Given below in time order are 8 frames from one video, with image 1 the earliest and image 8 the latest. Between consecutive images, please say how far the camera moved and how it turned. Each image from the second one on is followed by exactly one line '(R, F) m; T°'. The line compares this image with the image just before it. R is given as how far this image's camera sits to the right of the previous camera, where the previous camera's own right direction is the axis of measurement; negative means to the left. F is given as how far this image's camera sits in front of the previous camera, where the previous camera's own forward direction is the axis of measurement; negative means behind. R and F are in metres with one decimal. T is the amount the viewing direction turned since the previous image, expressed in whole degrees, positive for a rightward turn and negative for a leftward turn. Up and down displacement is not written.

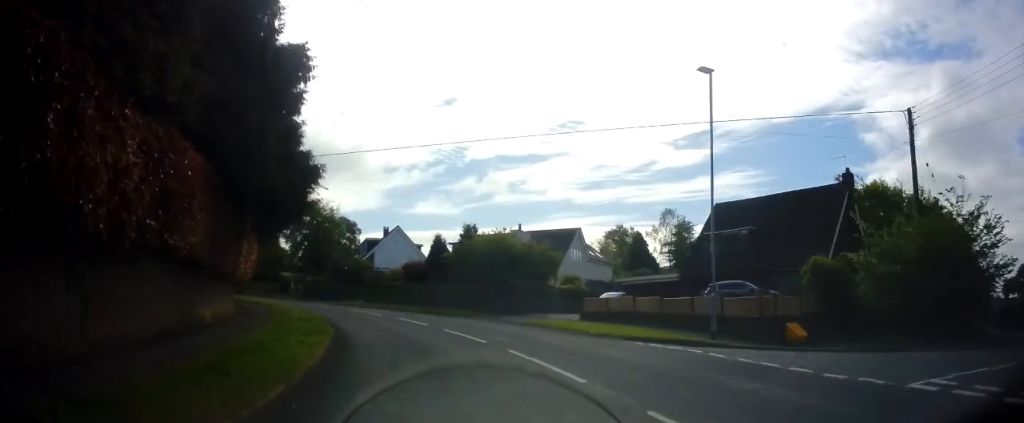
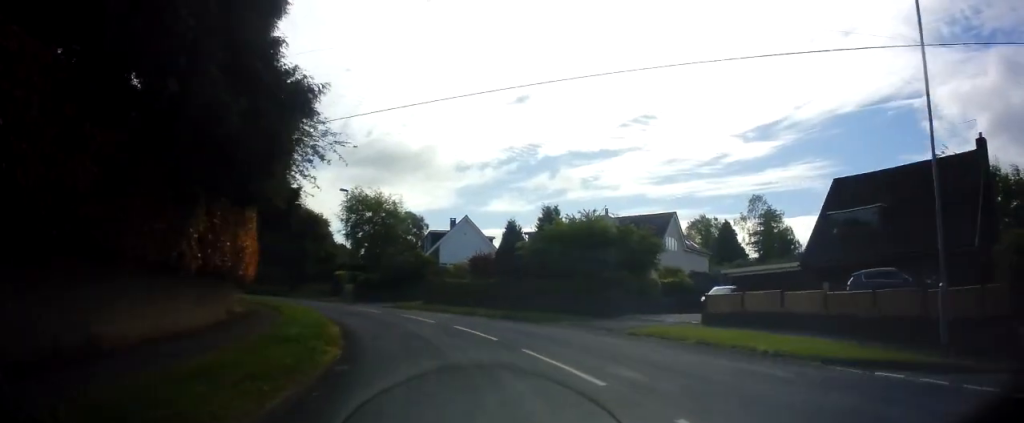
(-0.3, +7.0) m; -7°
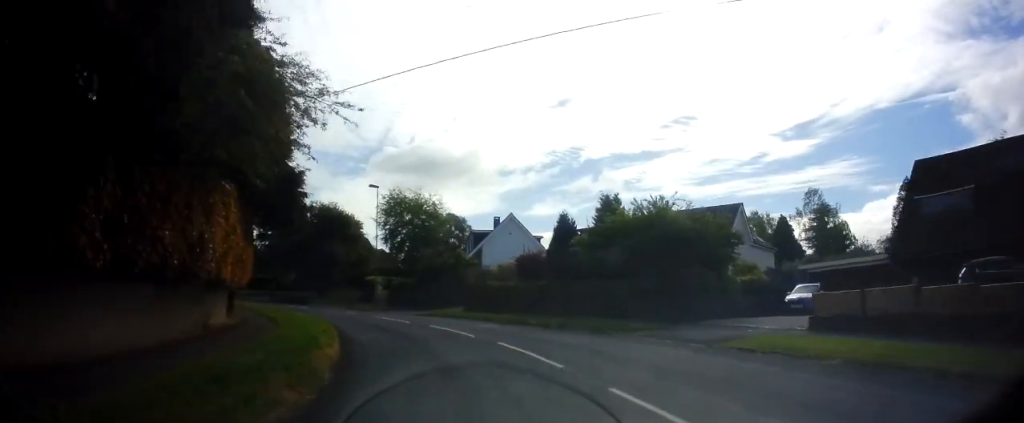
(-0.1, +4.6) m; -6°
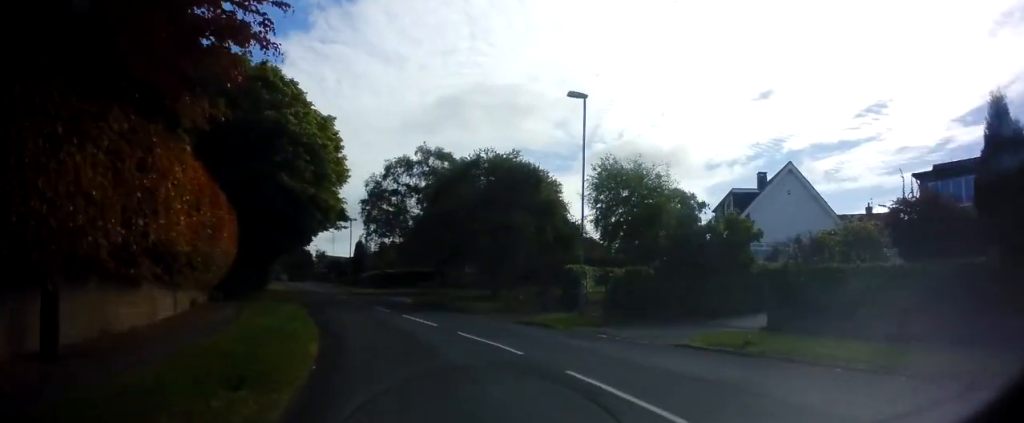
(-4.2, +17.9) m; -25°
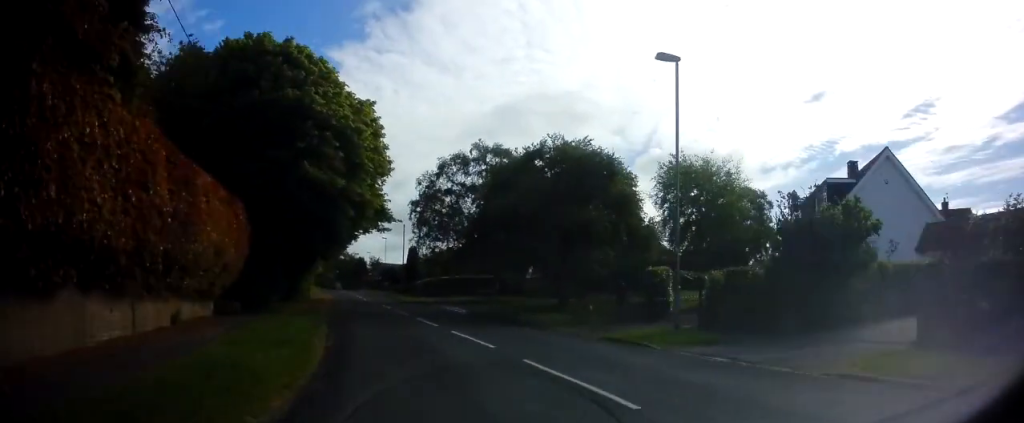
(+0.2, +4.4) m; -6°
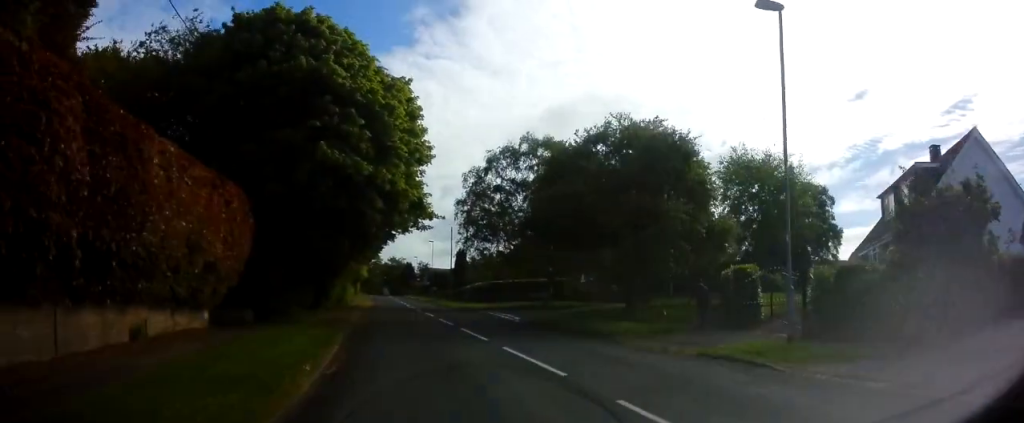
(-0.5, +3.7) m; -4°
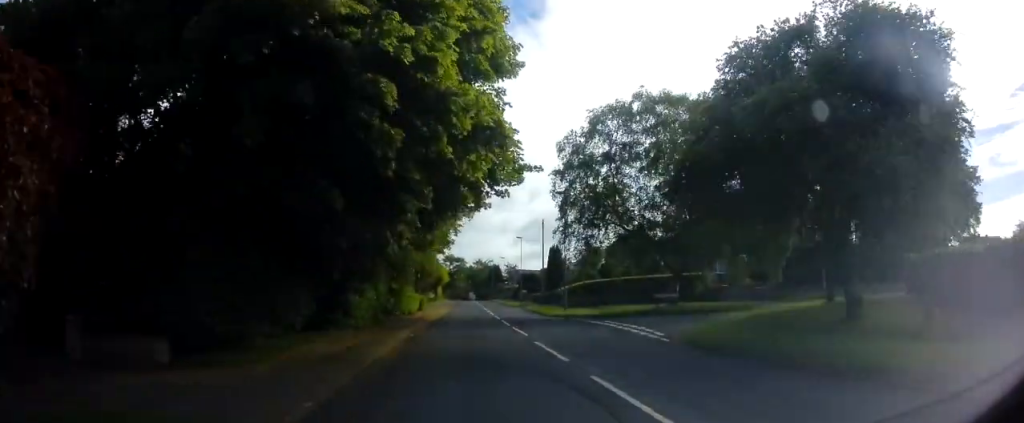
(-1.2, +10.8) m; -9°
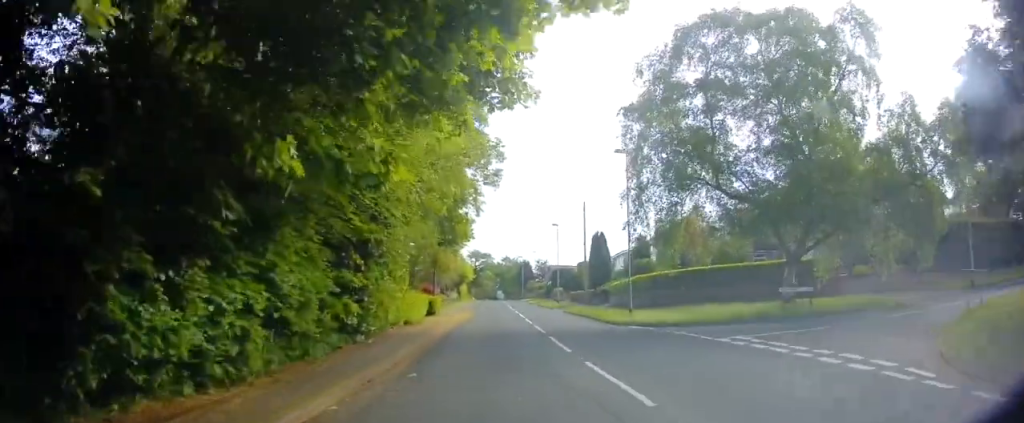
(-0.6, +11.3) m; -3°
